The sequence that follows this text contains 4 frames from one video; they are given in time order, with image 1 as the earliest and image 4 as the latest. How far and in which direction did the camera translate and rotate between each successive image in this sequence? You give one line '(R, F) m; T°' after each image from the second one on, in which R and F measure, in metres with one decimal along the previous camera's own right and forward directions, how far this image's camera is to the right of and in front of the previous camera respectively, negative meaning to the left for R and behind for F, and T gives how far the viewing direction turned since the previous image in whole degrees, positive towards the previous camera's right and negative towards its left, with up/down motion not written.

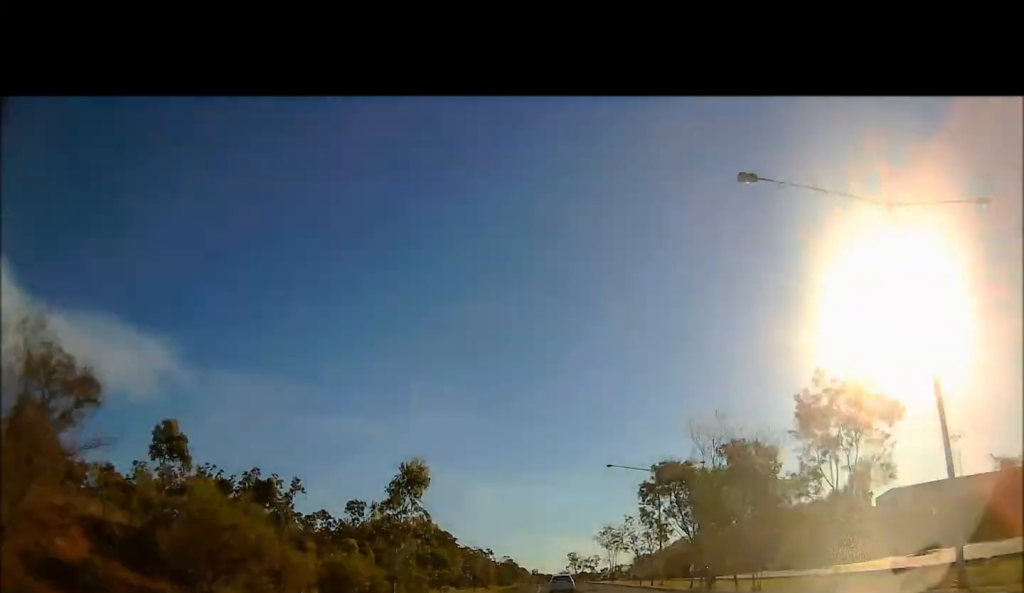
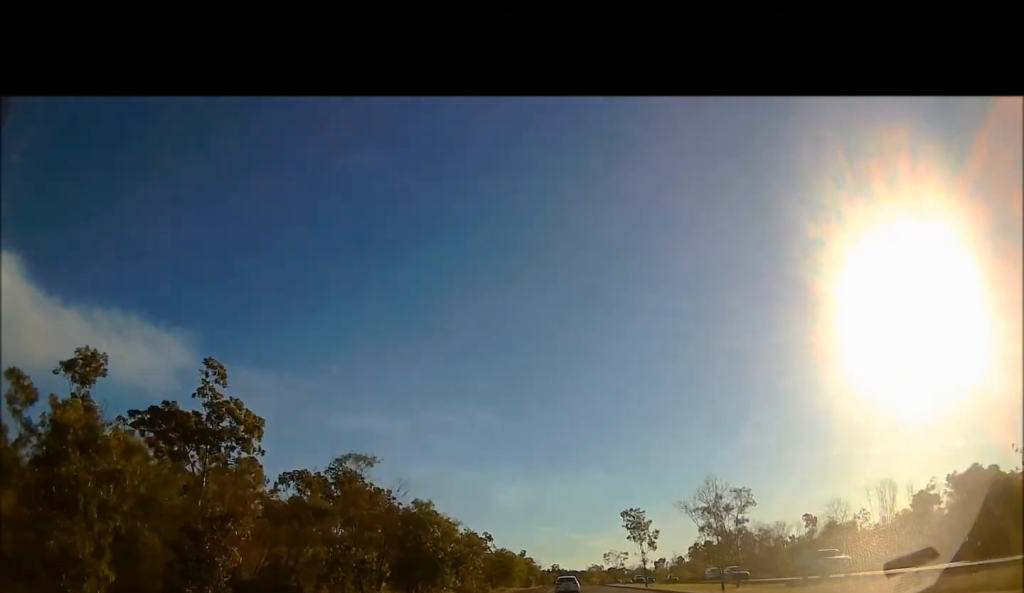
(0.0, +119.5) m; 0°
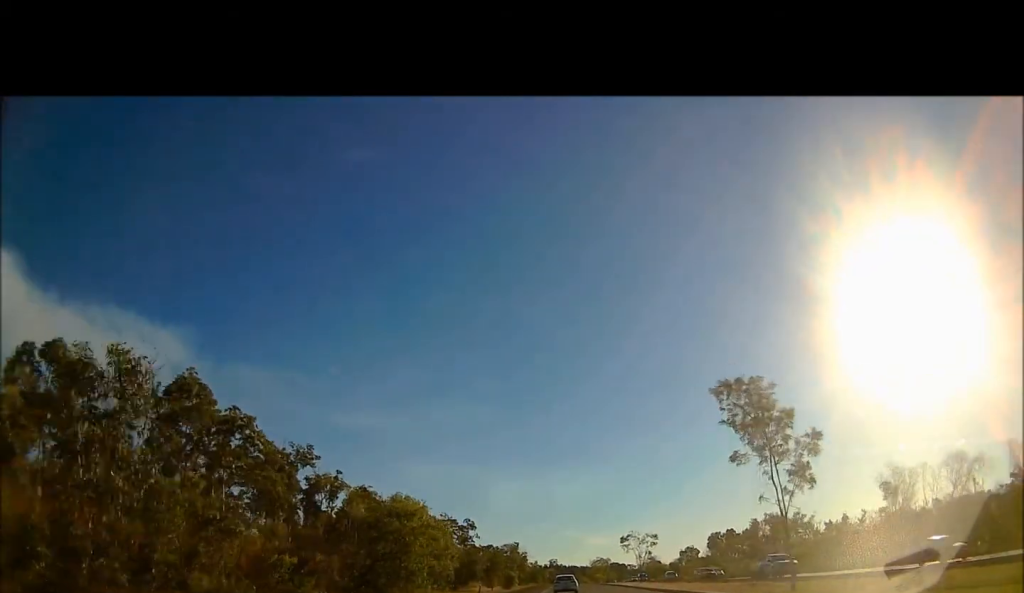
(0.0, +48.0) m; -1°
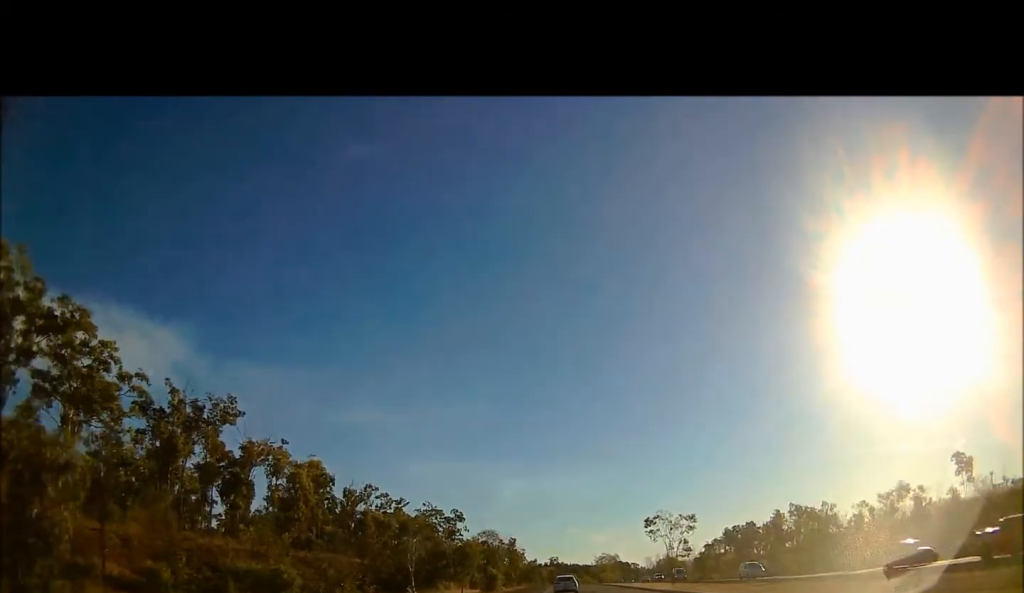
(-0.3, +27.9) m; -2°
